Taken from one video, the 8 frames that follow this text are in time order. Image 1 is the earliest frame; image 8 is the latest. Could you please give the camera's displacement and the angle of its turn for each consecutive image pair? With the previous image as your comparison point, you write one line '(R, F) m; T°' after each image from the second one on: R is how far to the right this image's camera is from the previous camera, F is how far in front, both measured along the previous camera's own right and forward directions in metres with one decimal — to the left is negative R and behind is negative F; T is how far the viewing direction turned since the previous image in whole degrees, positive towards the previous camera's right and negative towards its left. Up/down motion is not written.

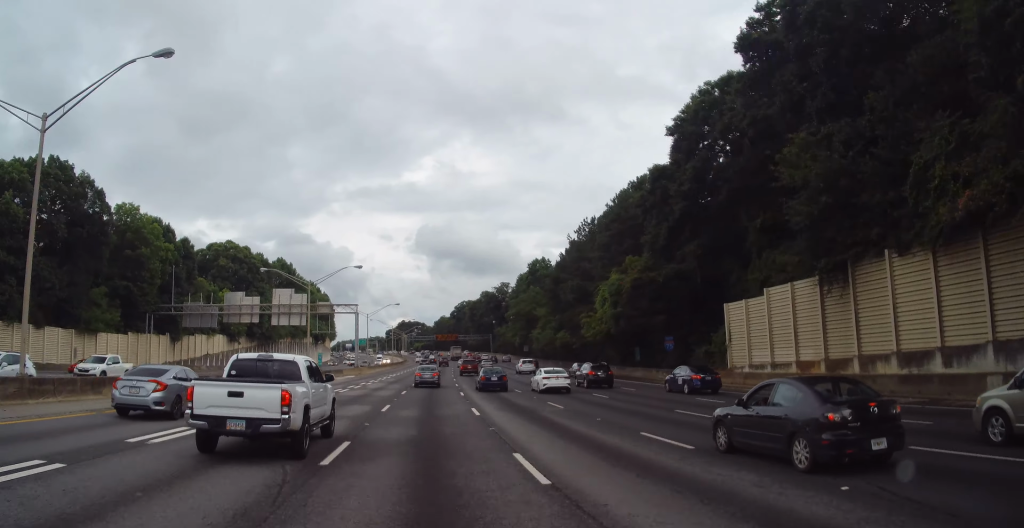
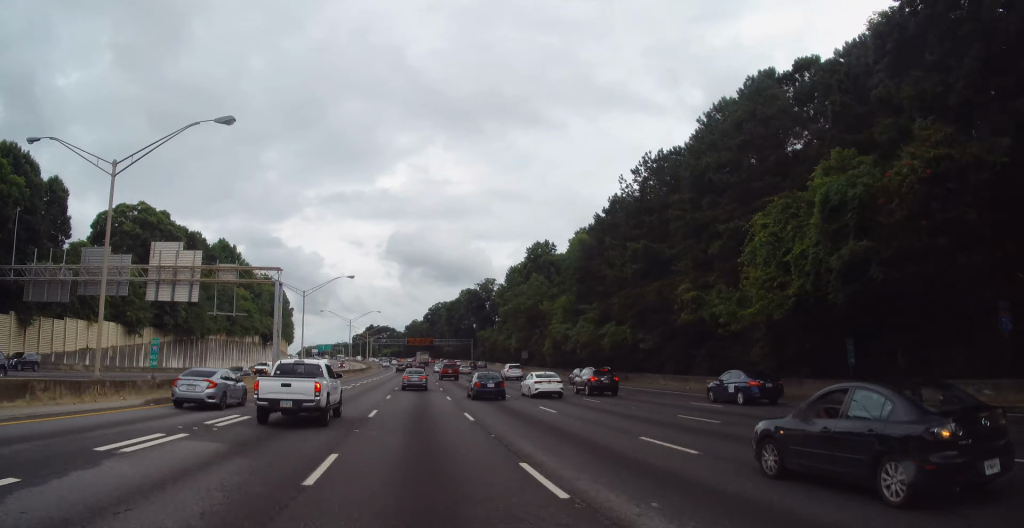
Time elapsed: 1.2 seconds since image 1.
(+1.0, +37.9) m; +2°
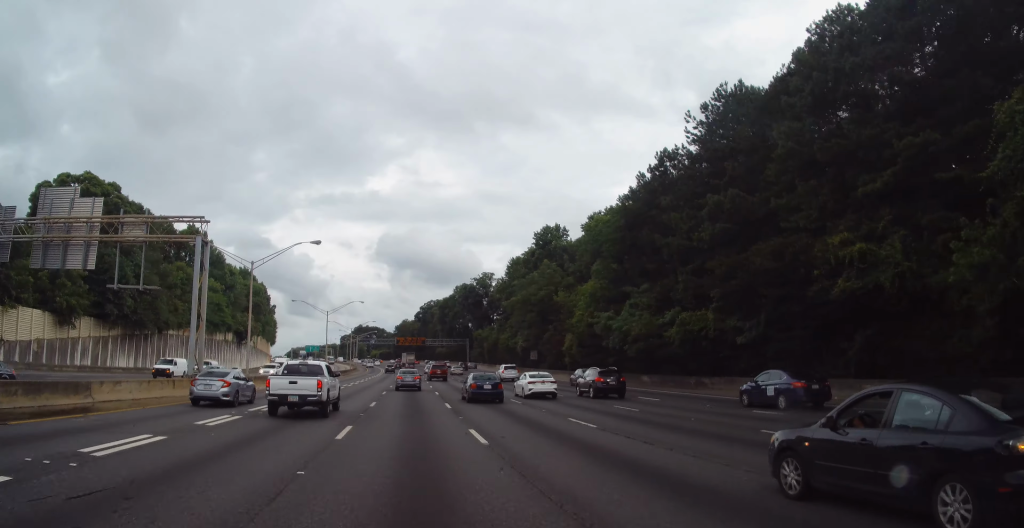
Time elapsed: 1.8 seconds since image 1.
(0.0, +18.5) m; 0°
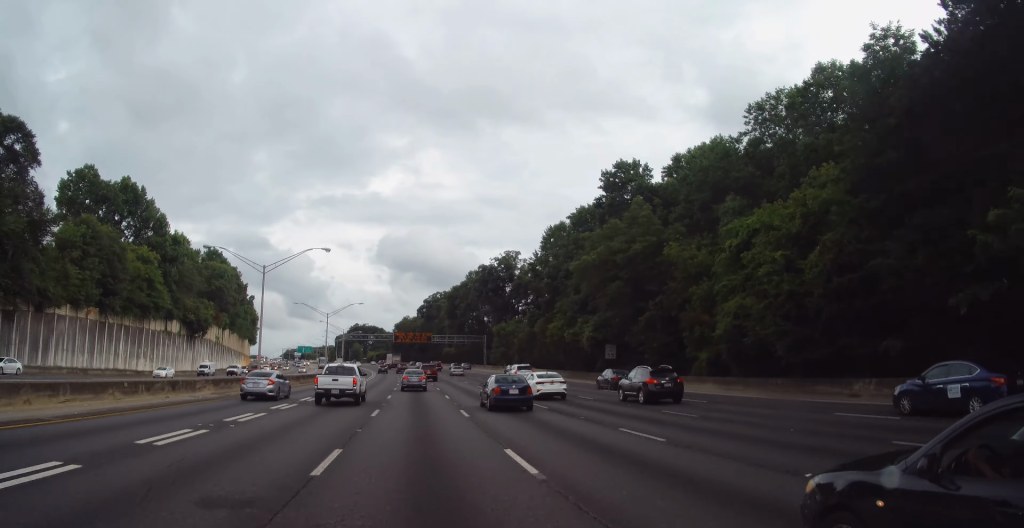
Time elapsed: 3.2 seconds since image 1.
(-0.3, +40.2) m; -1°
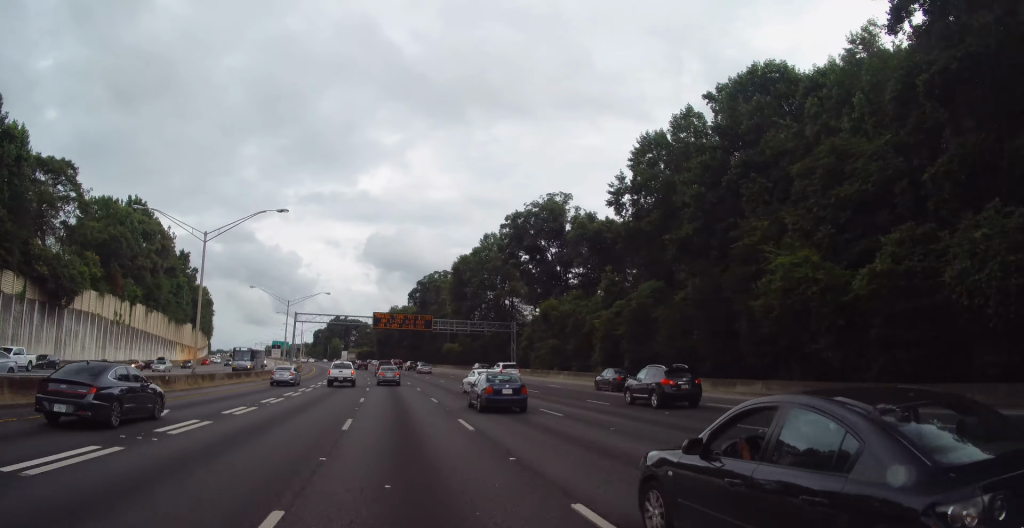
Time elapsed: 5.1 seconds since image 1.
(+0.8, +53.8) m; +1°
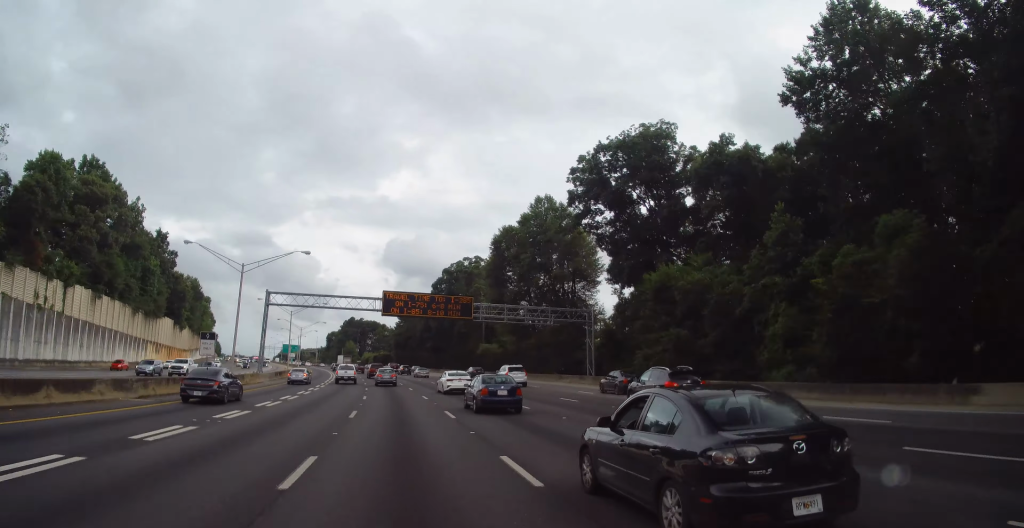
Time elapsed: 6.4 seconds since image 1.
(-0.4, +32.0) m; -1°
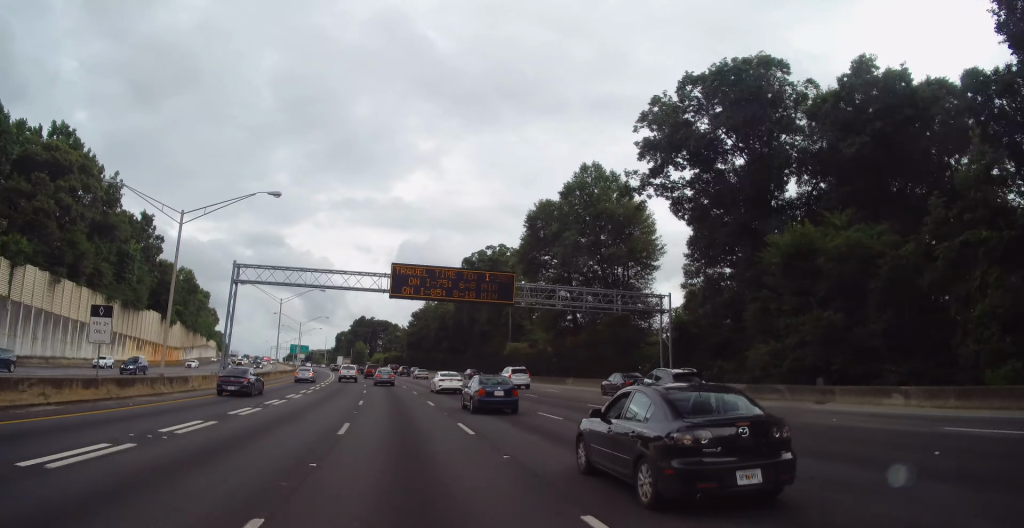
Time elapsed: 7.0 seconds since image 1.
(0.0, +16.8) m; 0°
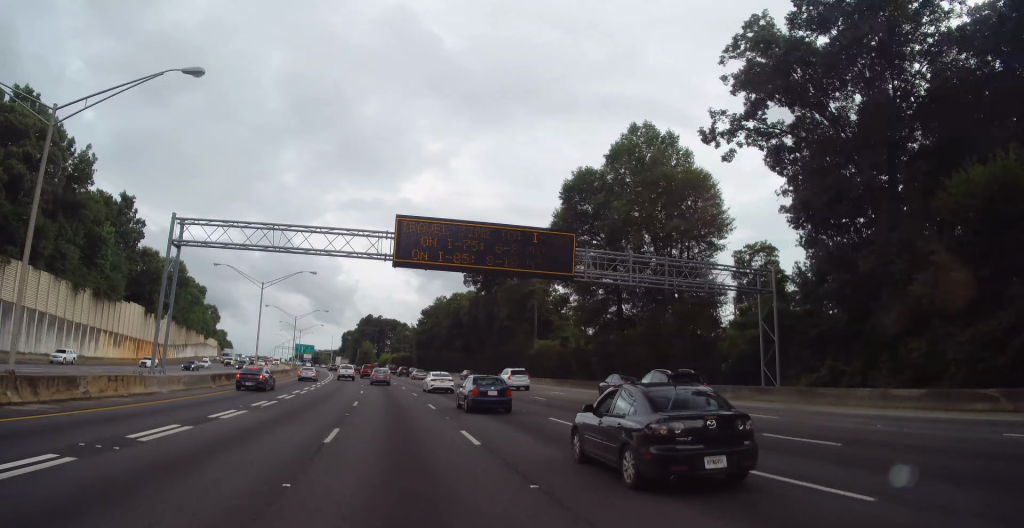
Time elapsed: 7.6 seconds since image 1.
(0.0, +14.2) m; 0°
